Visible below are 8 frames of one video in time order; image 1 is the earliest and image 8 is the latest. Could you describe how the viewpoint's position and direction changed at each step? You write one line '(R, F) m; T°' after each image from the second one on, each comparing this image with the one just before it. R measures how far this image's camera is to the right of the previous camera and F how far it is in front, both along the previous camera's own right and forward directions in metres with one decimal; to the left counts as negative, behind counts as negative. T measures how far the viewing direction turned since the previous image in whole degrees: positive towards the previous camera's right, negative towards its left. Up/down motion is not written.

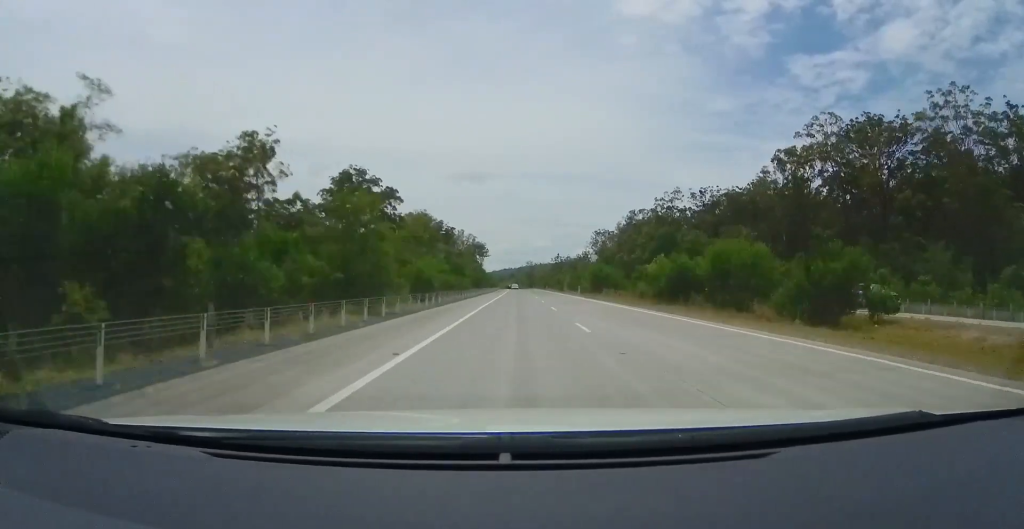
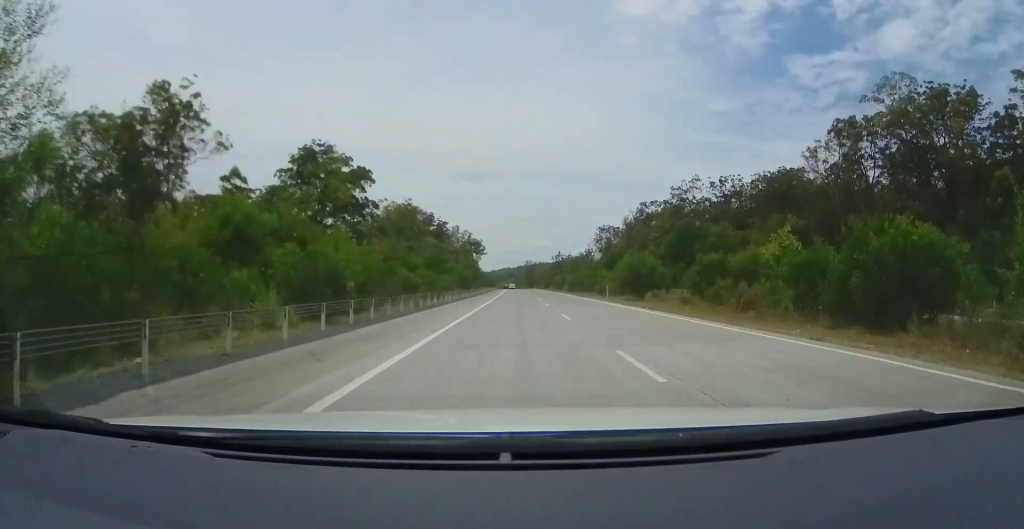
(-0.1, +19.2) m; 0°
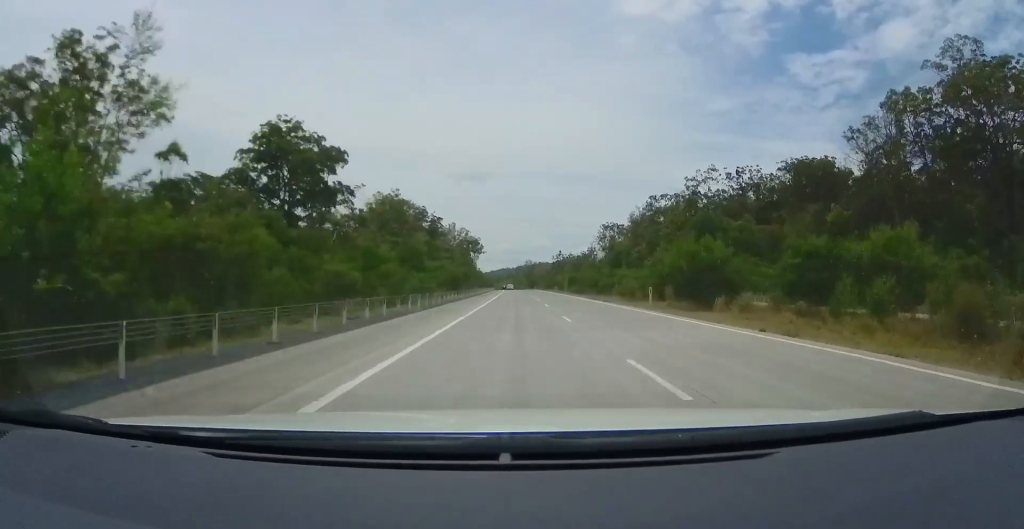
(-0.1, +13.2) m; 0°
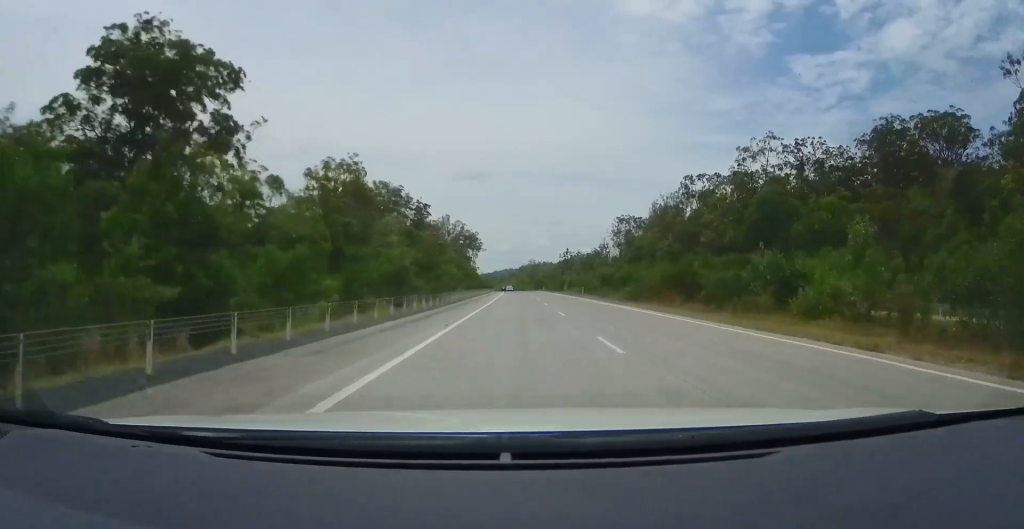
(+0.2, +32.3) m; 0°
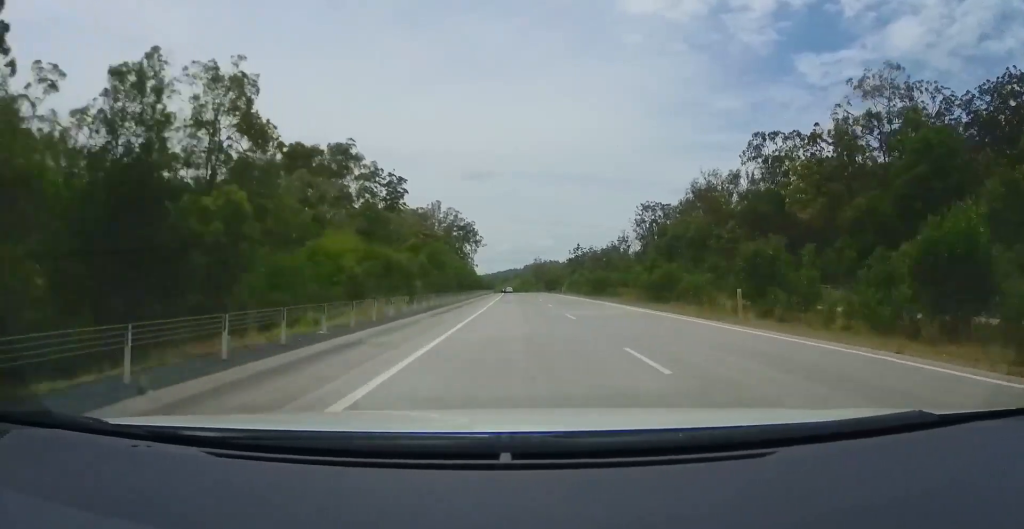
(-0.5, +37.2) m; -1°
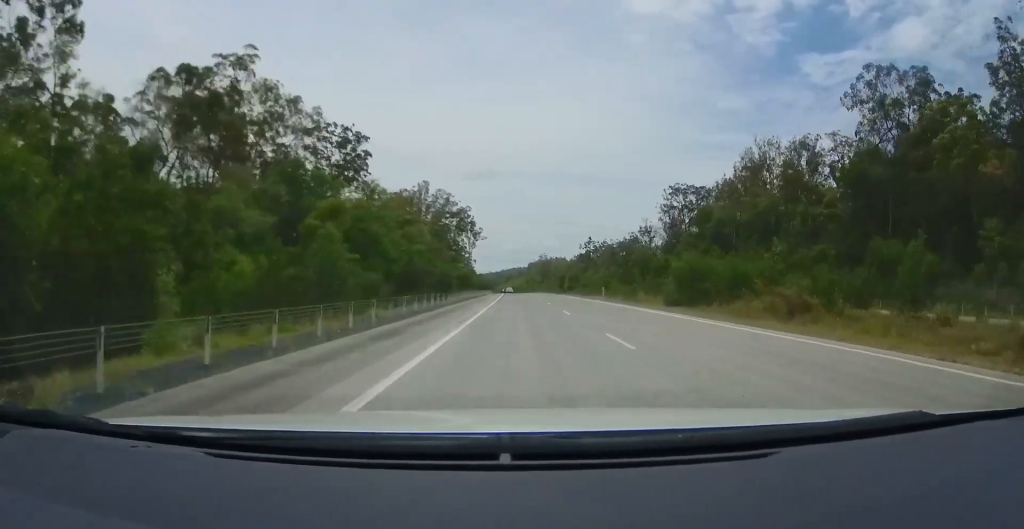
(0.0, +33.5) m; 0°
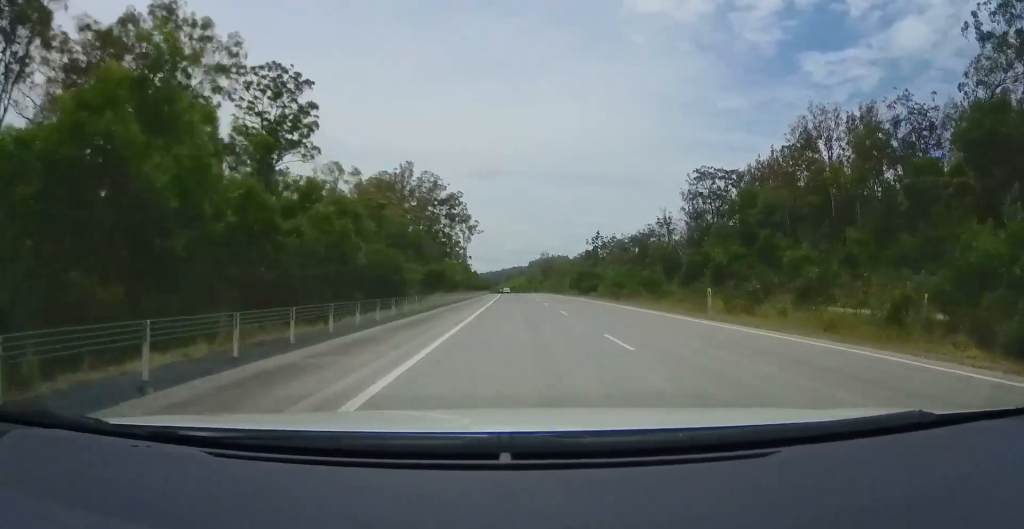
(+0.1, +23.9) m; 0°
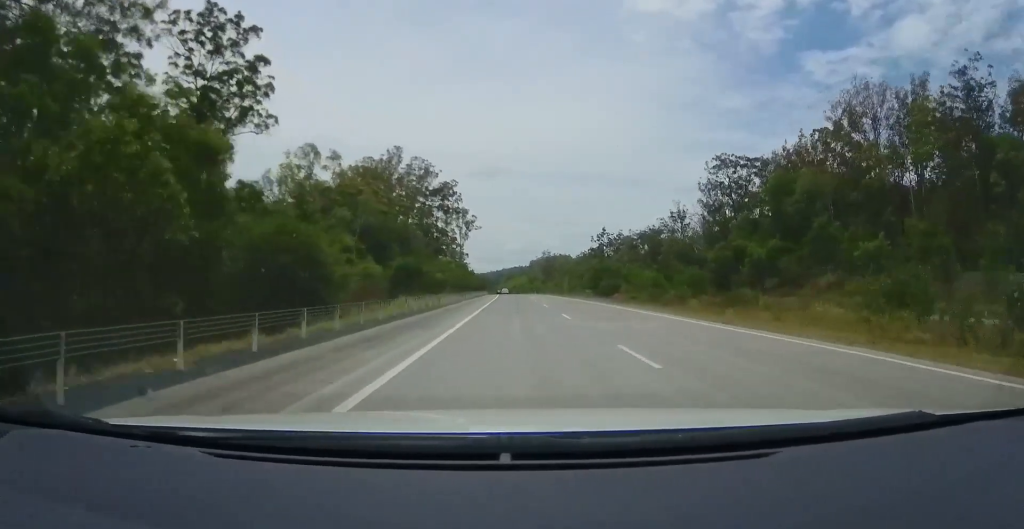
(-0.3, +14.4) m; 0°
